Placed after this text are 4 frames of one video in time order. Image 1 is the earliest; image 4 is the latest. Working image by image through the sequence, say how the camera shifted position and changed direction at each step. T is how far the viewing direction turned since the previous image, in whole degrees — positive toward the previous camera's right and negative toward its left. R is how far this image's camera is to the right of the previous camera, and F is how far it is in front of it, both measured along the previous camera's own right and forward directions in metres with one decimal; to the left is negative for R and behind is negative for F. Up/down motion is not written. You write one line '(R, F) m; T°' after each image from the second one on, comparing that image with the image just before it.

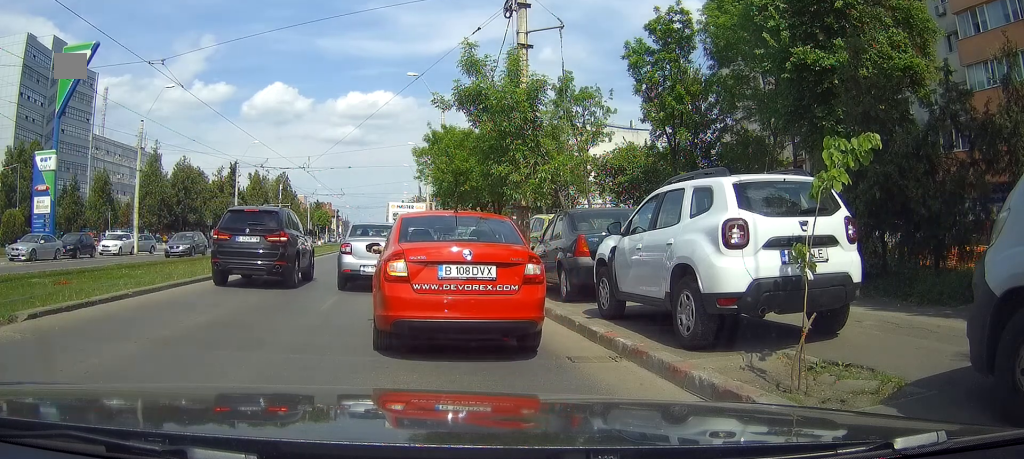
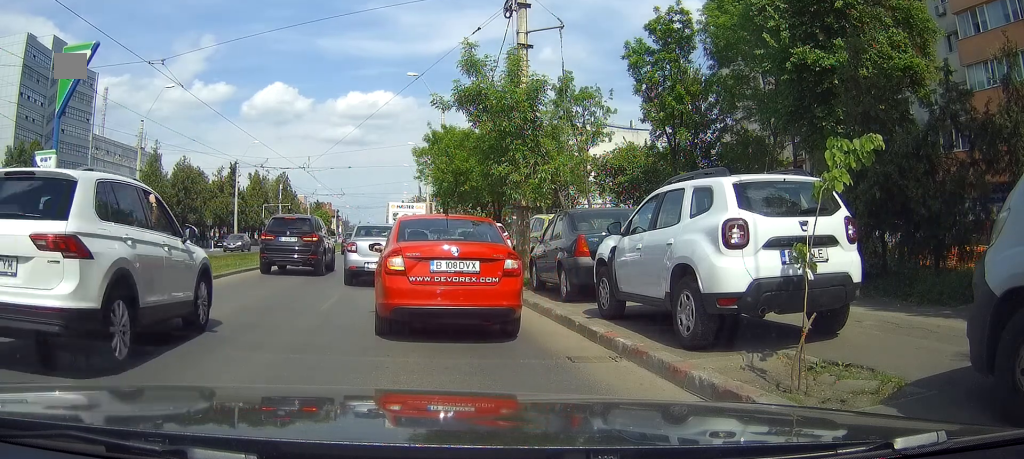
(0.0, +0.3) m; 0°
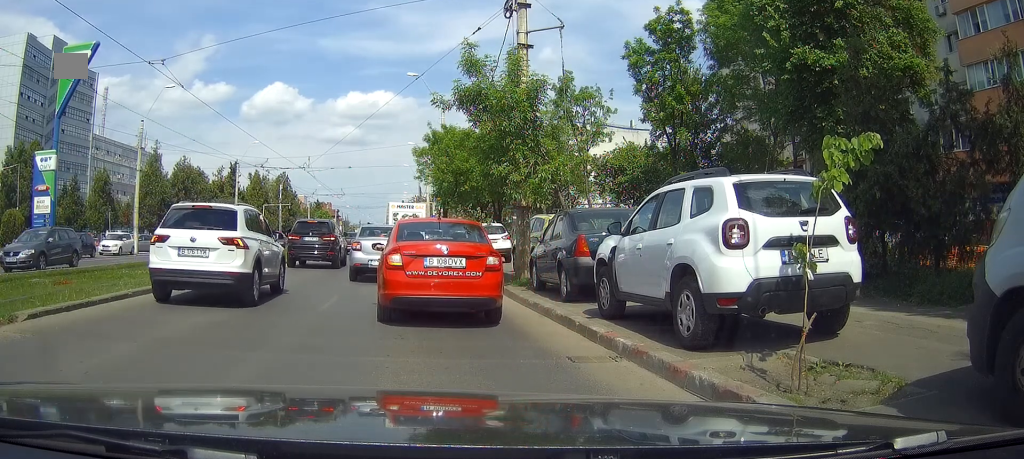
(0.0, +0.3) m; 0°
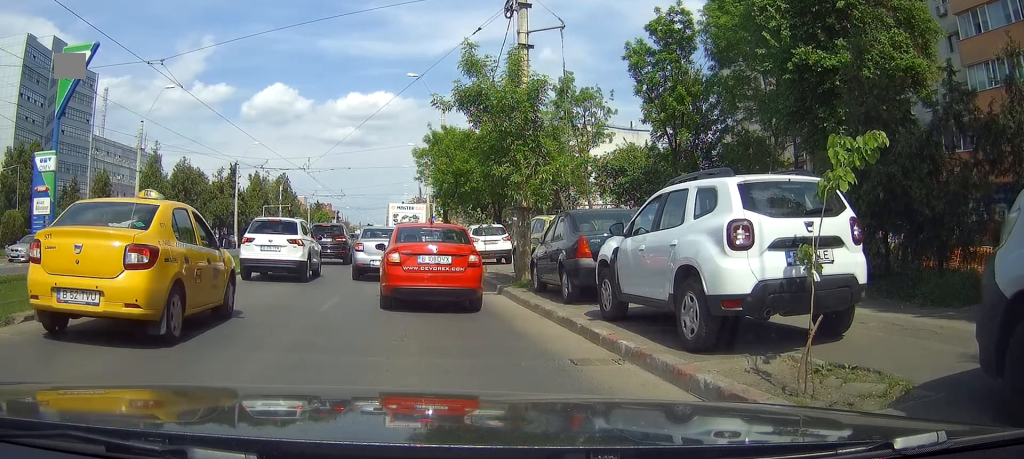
(0.0, +0.5) m; 0°
